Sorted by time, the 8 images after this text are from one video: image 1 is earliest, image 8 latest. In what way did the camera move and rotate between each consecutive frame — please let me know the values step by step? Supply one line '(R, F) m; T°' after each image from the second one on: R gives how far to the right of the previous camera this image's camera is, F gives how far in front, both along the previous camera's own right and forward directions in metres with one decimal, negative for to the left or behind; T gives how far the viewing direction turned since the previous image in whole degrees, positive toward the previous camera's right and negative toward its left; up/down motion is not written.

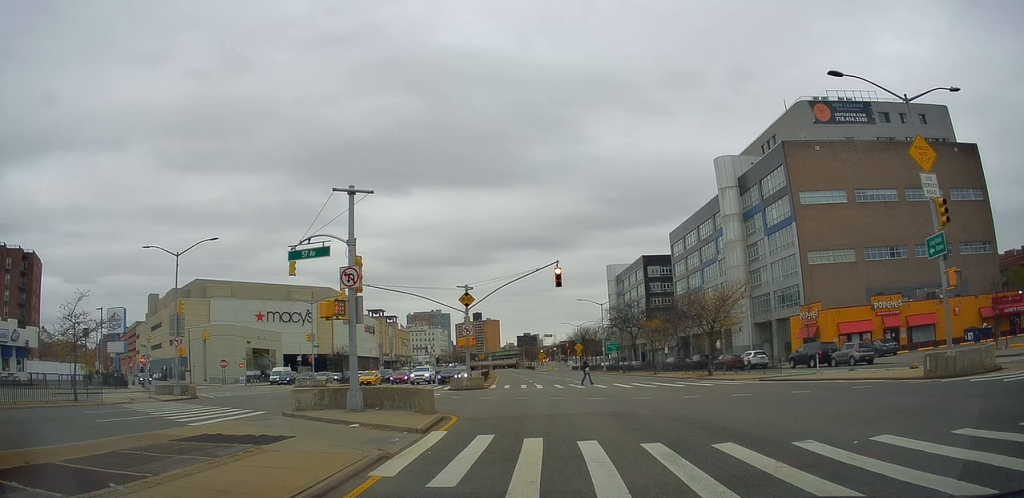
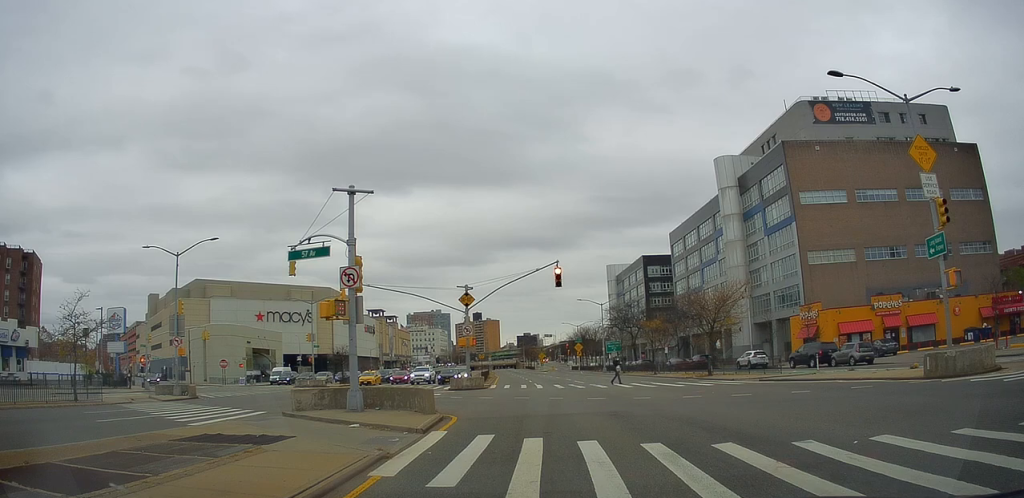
(0.0, 0.0) m; 0°
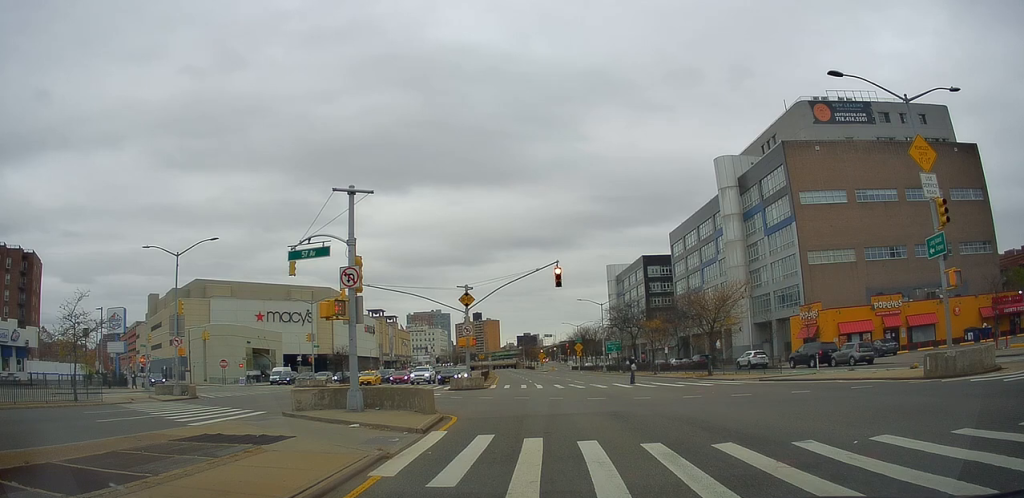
(0.0, 0.0) m; 0°
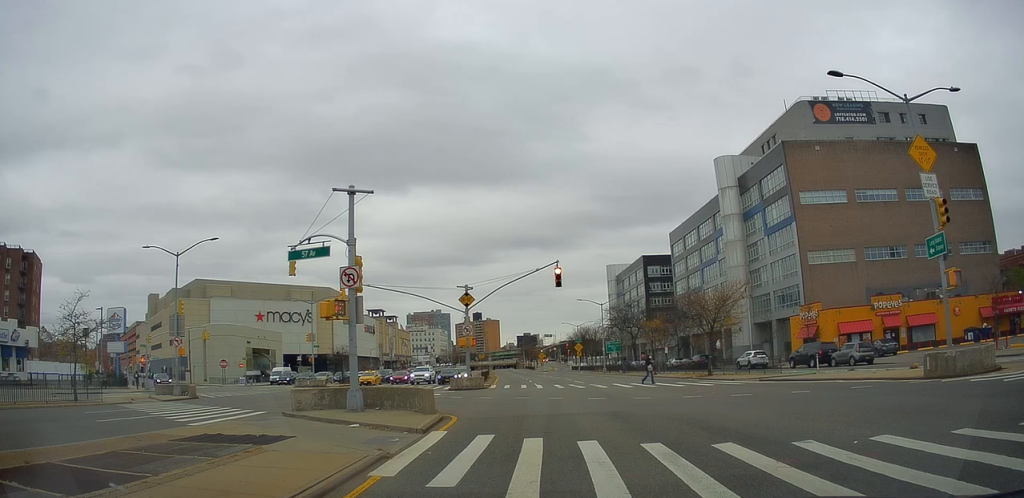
(0.0, 0.0) m; 0°
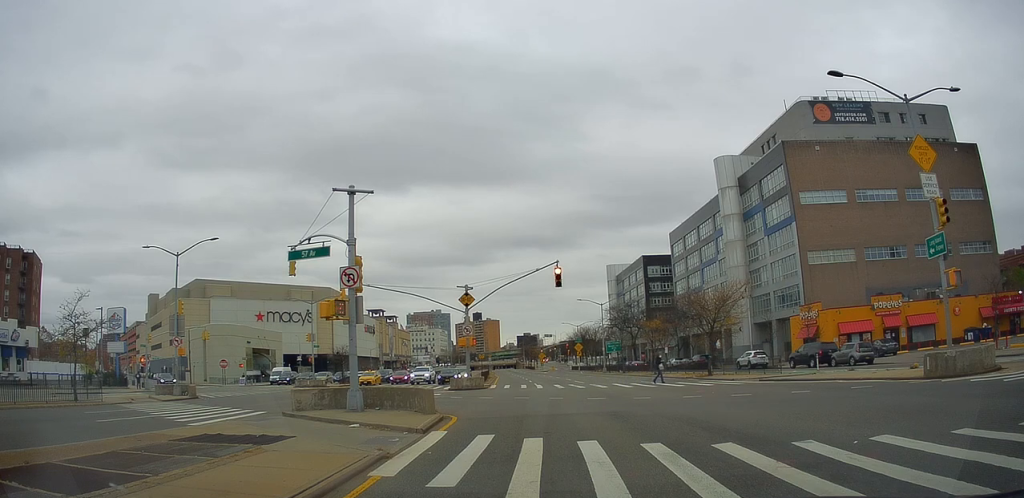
(0.0, 0.0) m; 0°
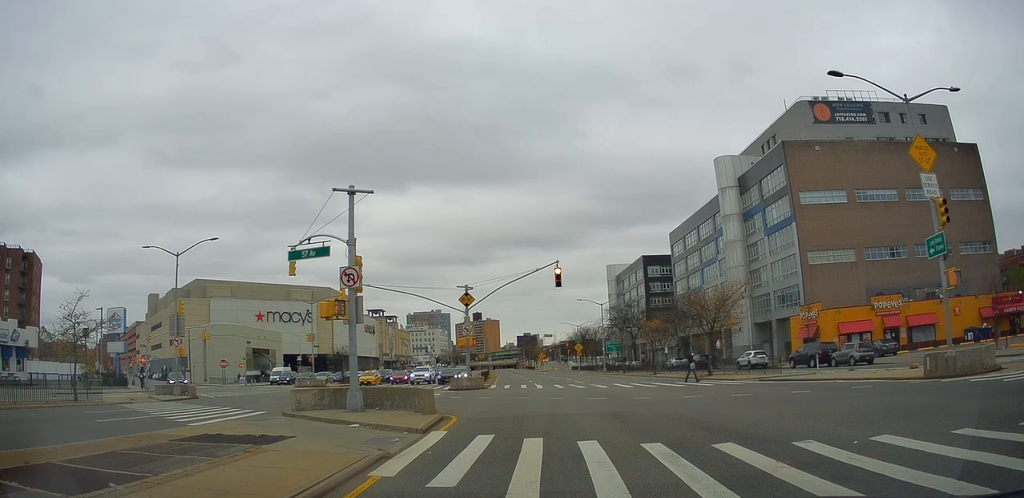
(0.0, 0.0) m; 0°
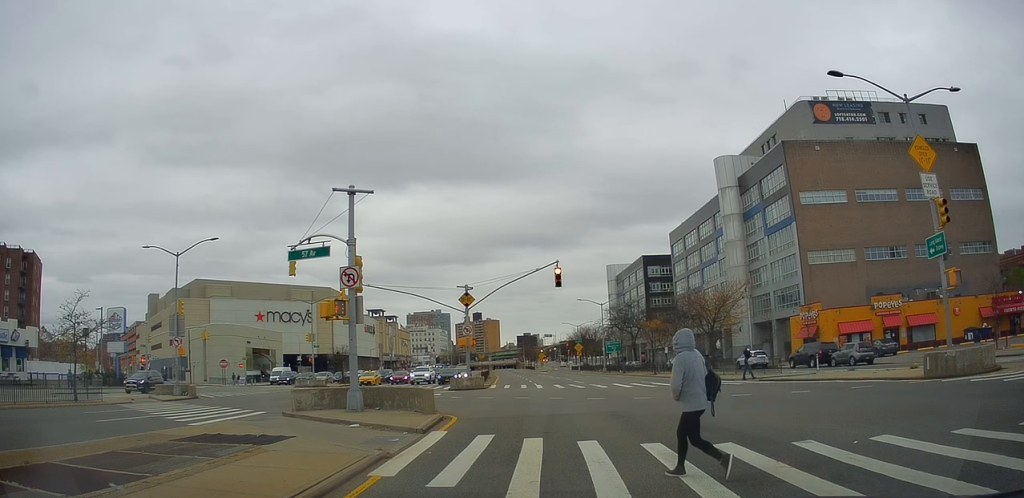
(0.0, 0.0) m; 0°
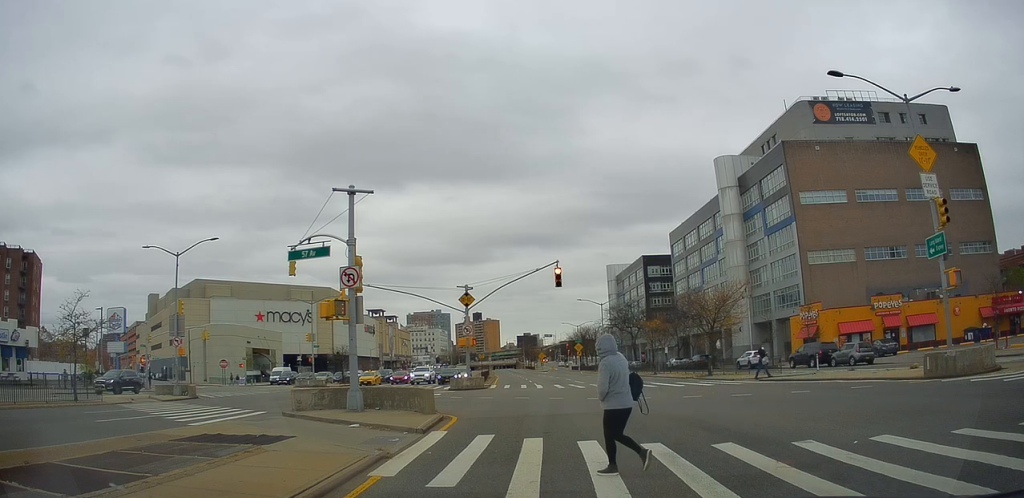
(0.0, 0.0) m; 0°
